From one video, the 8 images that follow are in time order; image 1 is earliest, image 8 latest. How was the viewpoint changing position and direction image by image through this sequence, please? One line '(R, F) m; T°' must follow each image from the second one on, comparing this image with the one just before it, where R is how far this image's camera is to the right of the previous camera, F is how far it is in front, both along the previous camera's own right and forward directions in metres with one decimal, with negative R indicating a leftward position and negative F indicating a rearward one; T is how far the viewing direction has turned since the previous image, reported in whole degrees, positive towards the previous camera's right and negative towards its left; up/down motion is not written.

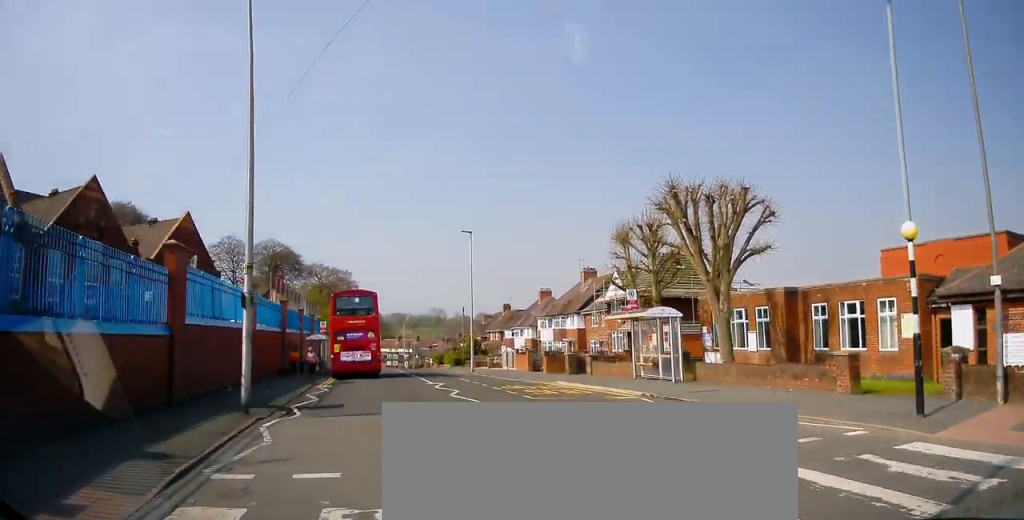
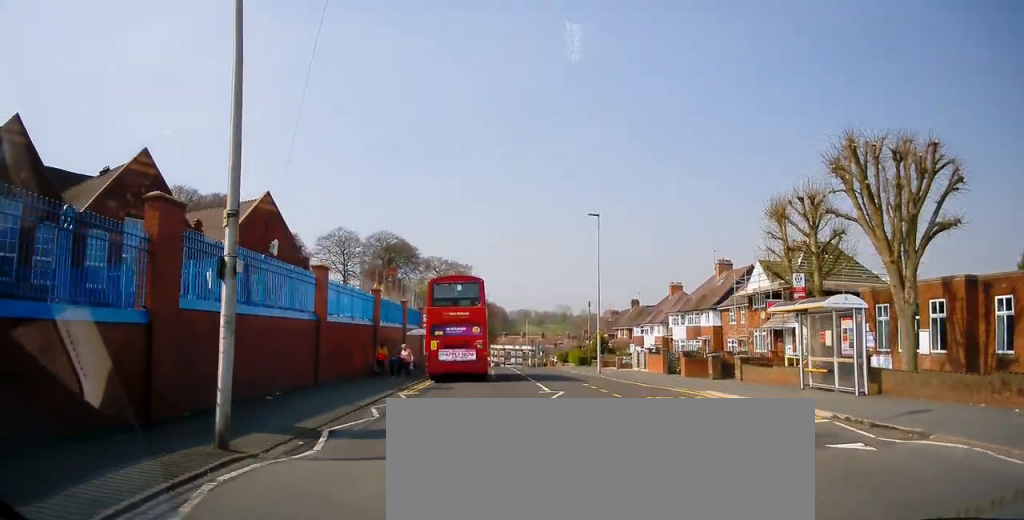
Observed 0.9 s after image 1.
(-0.5, +4.4) m; -10°
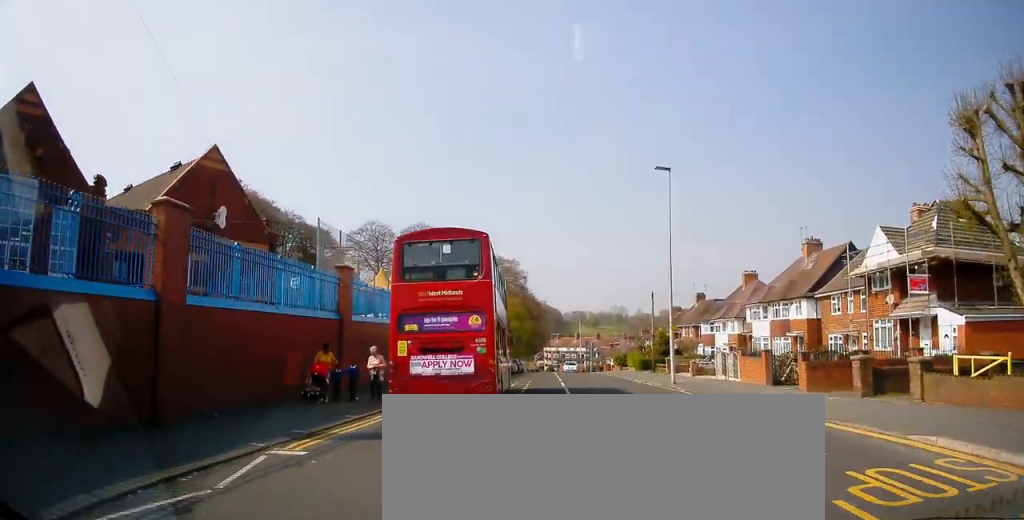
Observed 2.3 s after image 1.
(-0.9, +9.9) m; -8°
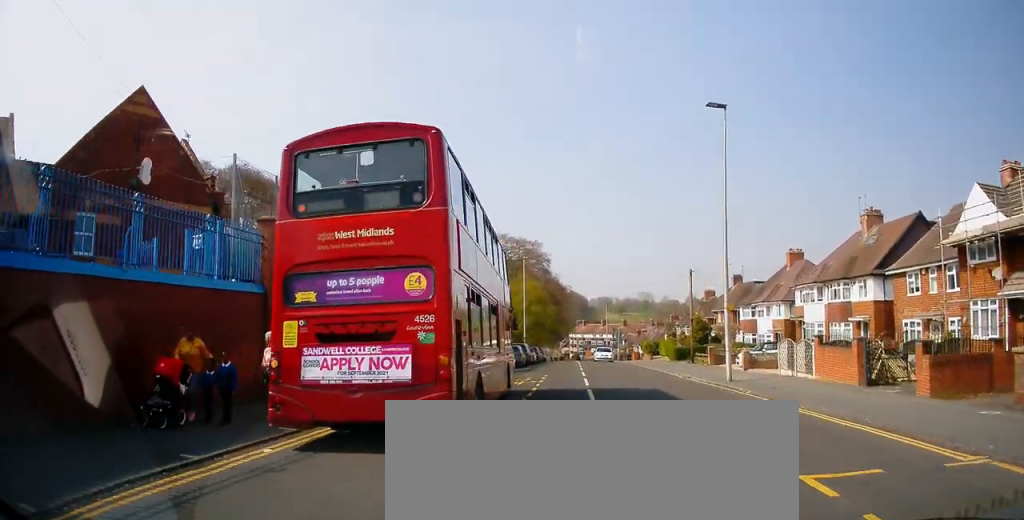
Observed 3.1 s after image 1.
(-0.2, +6.7) m; 0°
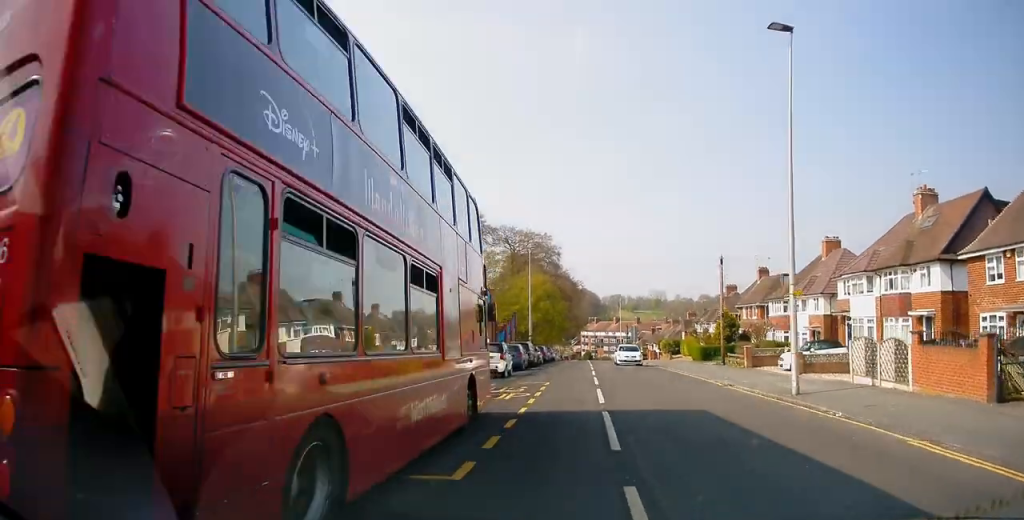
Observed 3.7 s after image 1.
(+0.1, +6.2) m; -1°
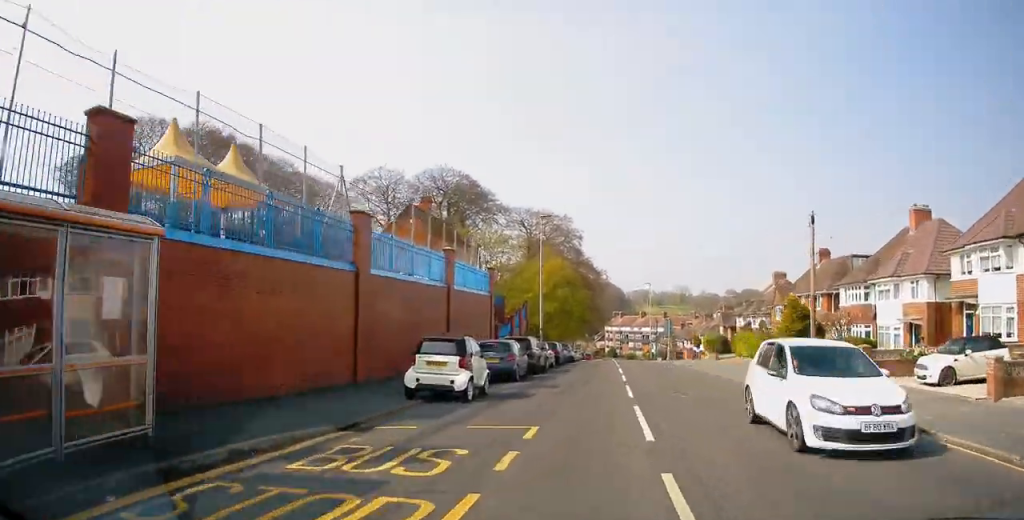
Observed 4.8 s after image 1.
(-0.3, +11.5) m; -2°
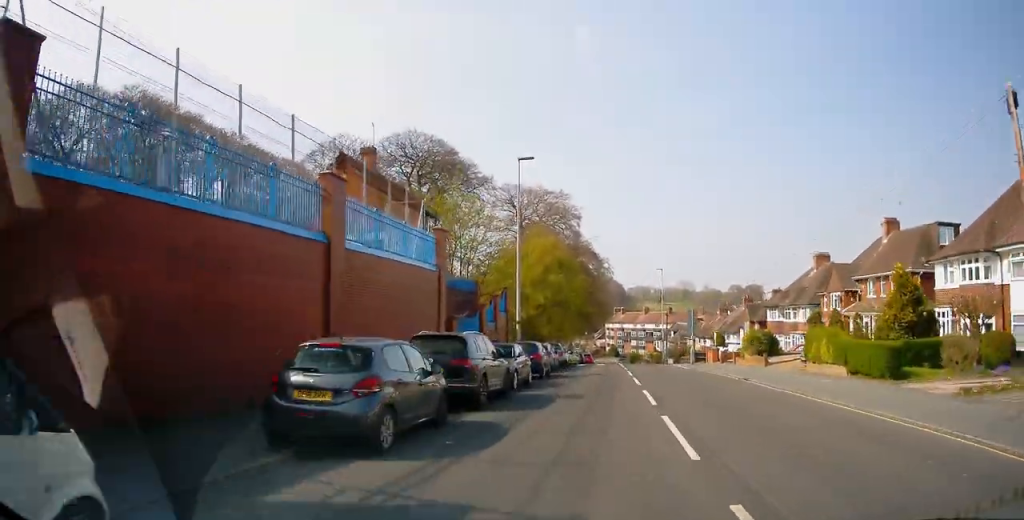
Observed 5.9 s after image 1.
(0.0, +12.4) m; 0°
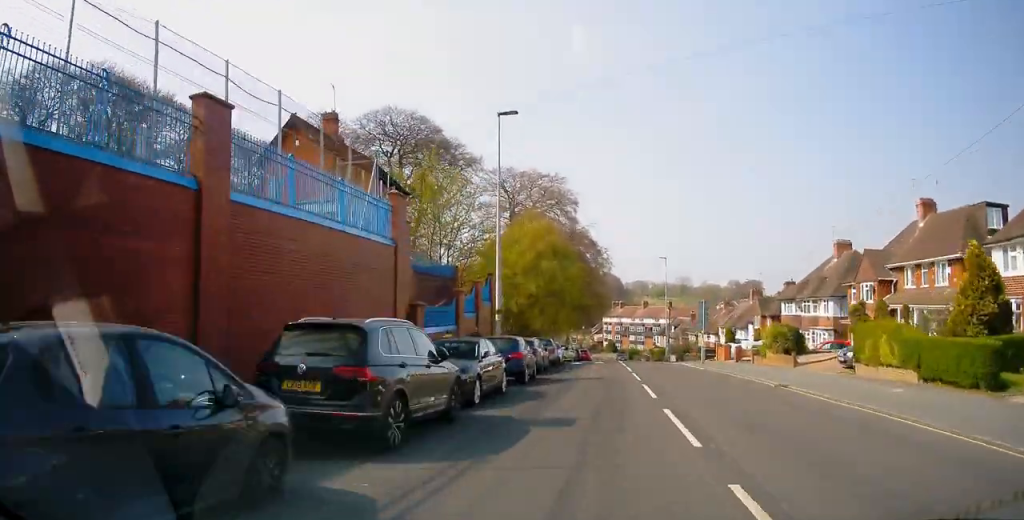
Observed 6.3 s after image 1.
(+0.2, +5.2) m; 0°
